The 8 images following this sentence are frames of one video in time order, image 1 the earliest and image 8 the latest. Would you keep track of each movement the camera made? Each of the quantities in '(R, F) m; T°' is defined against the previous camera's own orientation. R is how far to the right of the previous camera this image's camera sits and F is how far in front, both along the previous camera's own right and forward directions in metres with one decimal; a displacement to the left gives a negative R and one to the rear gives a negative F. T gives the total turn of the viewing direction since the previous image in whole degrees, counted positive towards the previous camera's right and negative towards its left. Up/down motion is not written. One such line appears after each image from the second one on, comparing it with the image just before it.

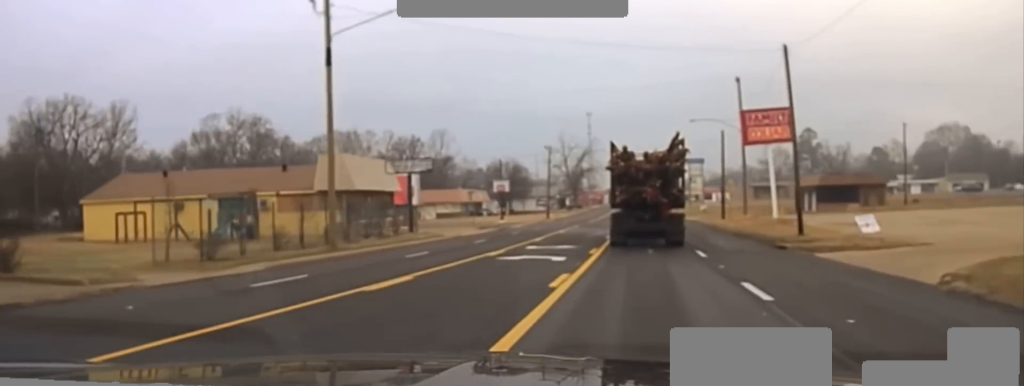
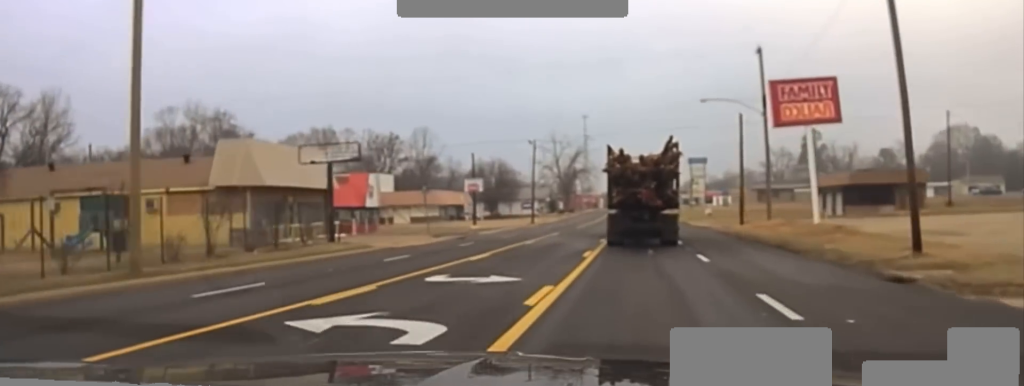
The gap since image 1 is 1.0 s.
(+0.1, +15.7) m; 0°
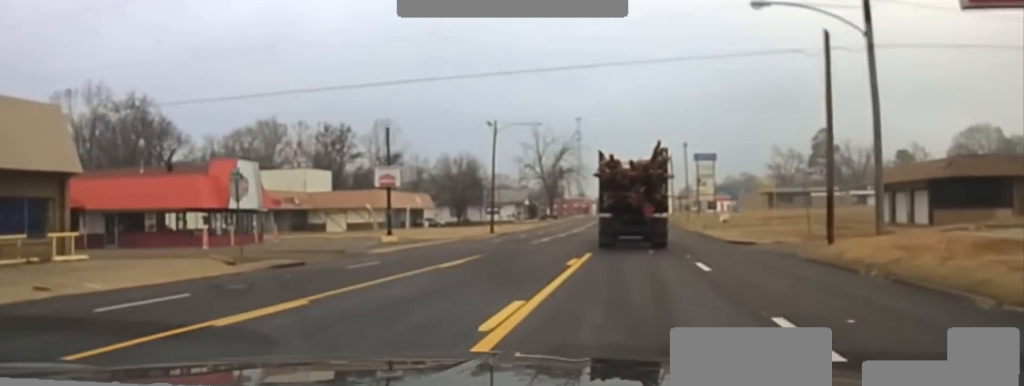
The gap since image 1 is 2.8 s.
(-0.2, +27.9) m; 0°
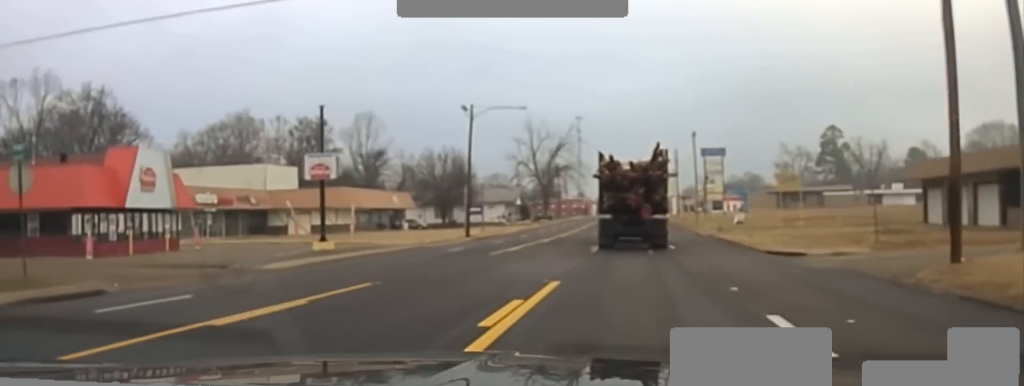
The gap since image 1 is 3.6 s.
(+0.1, +12.1) m; 0°
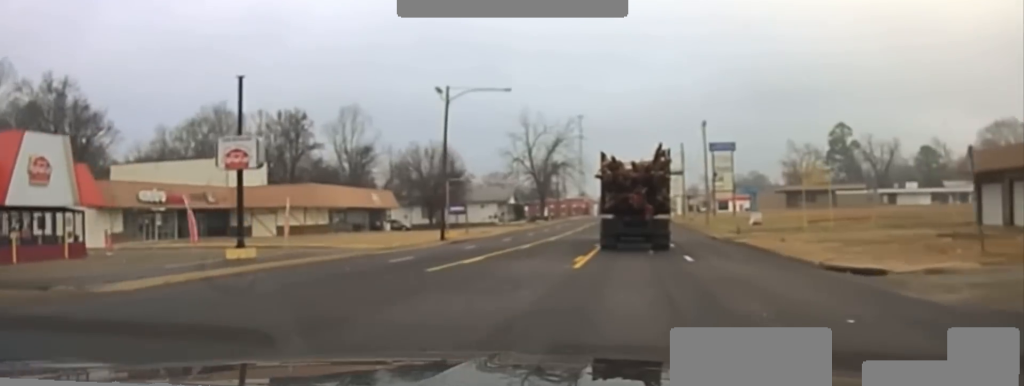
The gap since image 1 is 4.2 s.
(0.0, +9.6) m; 0°
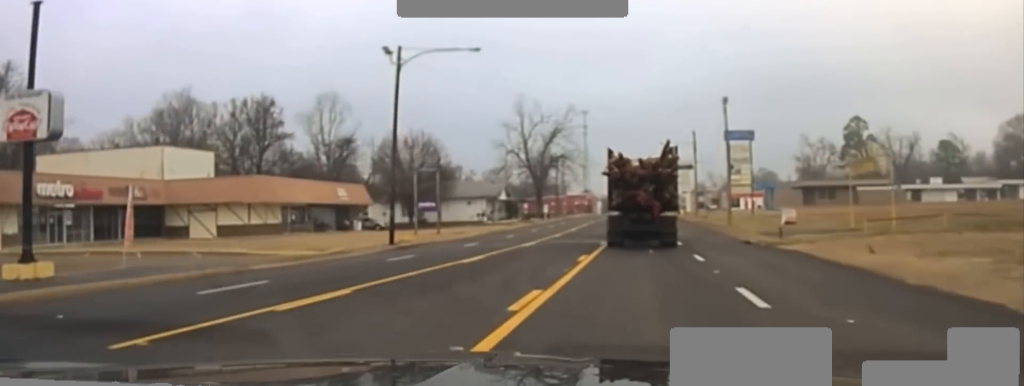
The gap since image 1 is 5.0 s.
(-0.1, +13.3) m; 0°
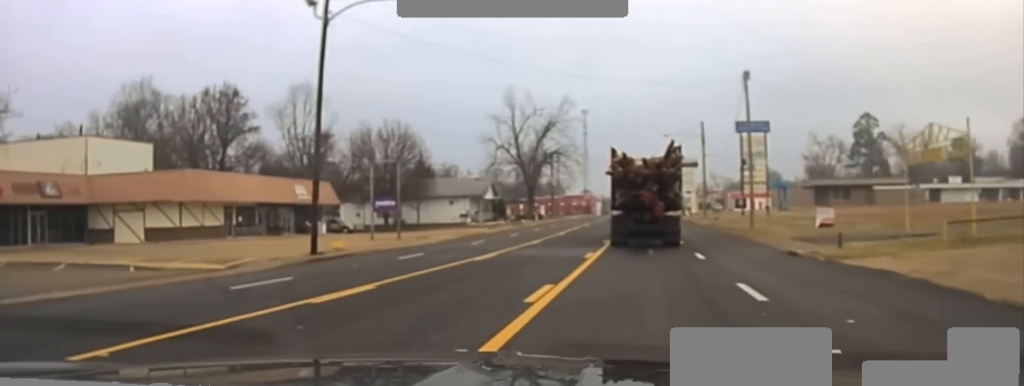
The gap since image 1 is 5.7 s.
(+0.1, +11.1) m; 0°
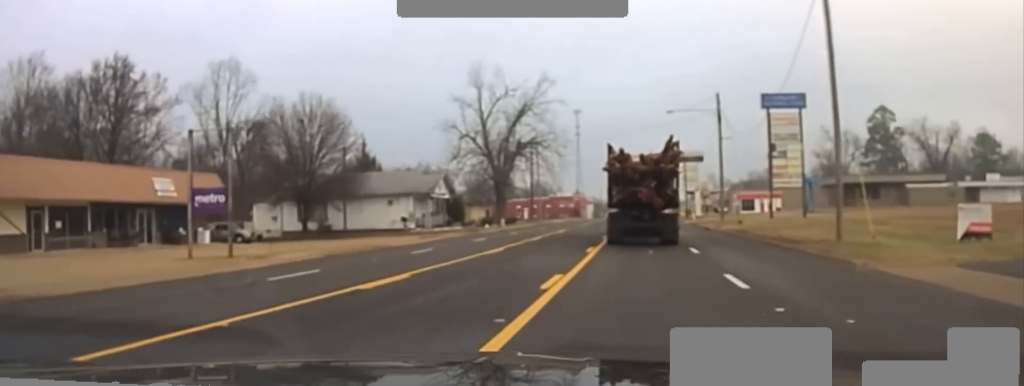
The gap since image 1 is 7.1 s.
(-0.1, +22.3) m; 0°
